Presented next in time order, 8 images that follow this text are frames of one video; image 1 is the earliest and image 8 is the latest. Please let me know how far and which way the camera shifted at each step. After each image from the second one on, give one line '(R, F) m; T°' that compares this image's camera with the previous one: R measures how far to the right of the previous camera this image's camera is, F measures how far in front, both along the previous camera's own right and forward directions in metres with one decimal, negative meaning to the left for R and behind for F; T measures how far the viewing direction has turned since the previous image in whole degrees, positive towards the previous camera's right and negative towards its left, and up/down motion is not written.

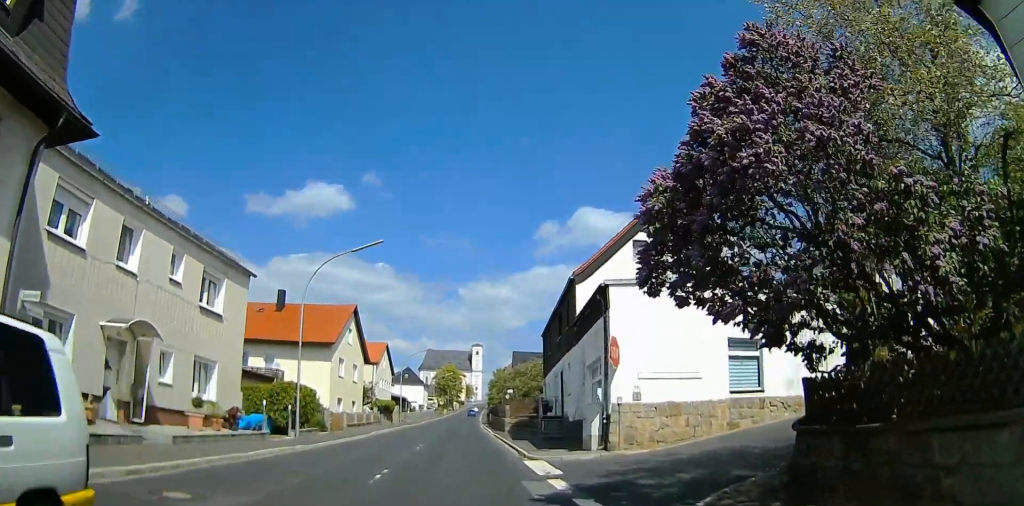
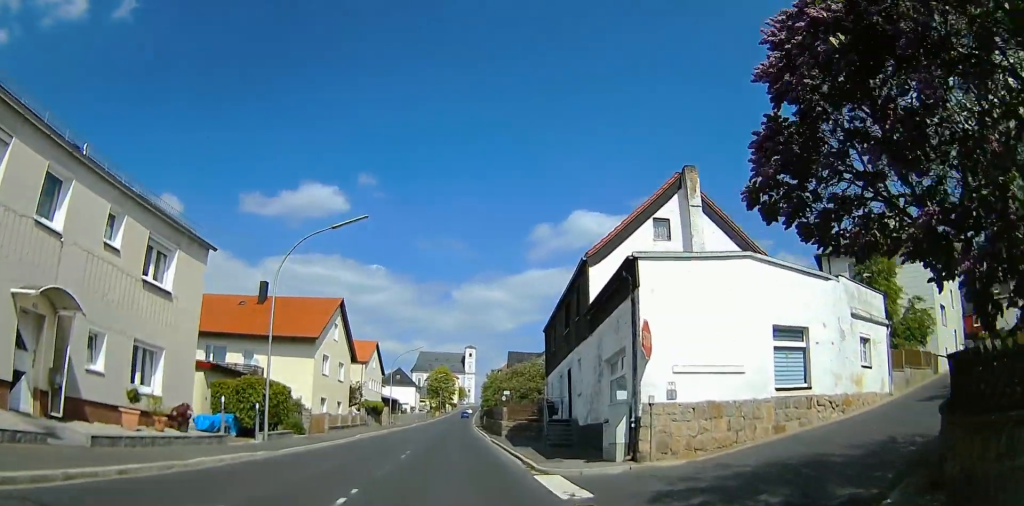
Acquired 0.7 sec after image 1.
(+0.3, +4.3) m; +10°
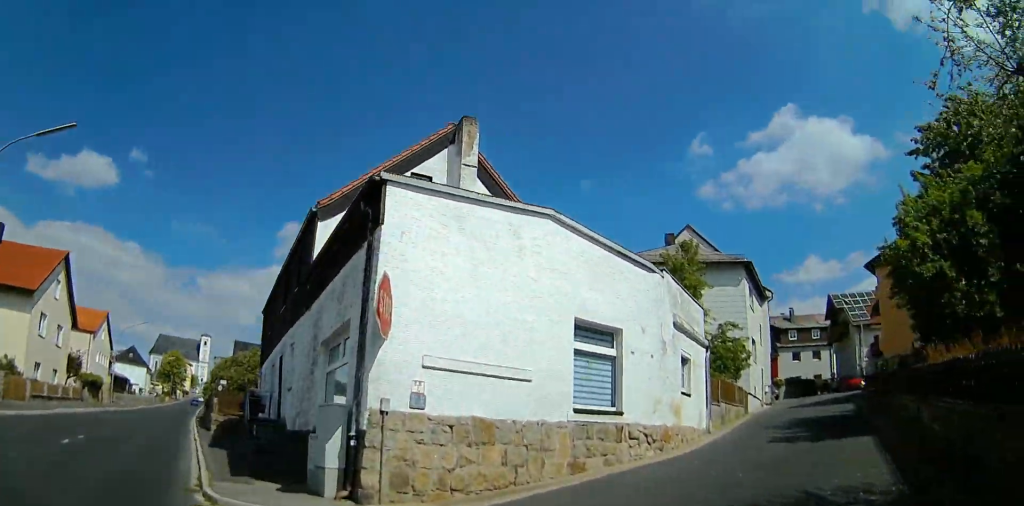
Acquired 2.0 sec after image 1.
(+1.2, +6.5) m; +17°
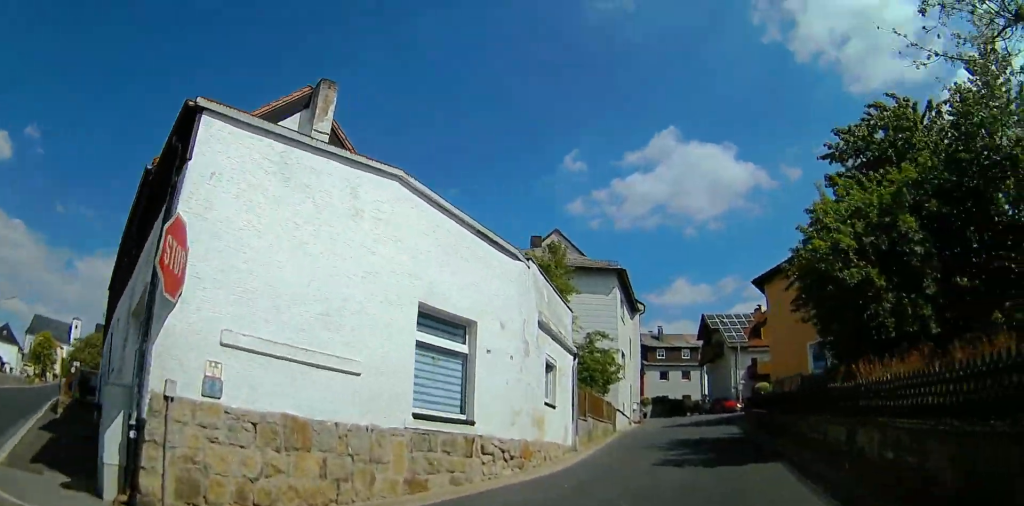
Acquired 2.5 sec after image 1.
(-0.2, +2.3) m; +9°
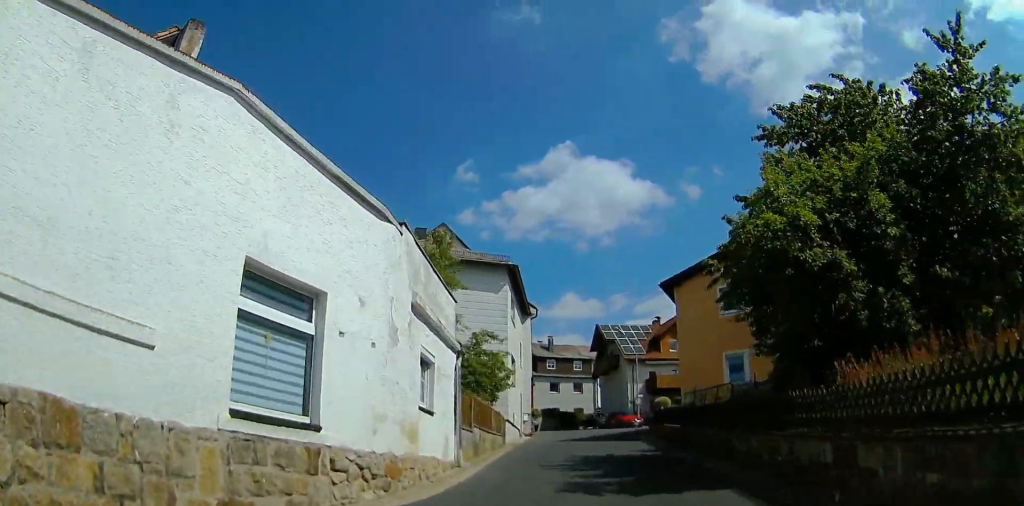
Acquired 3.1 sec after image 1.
(+0.3, +2.5) m; +9°
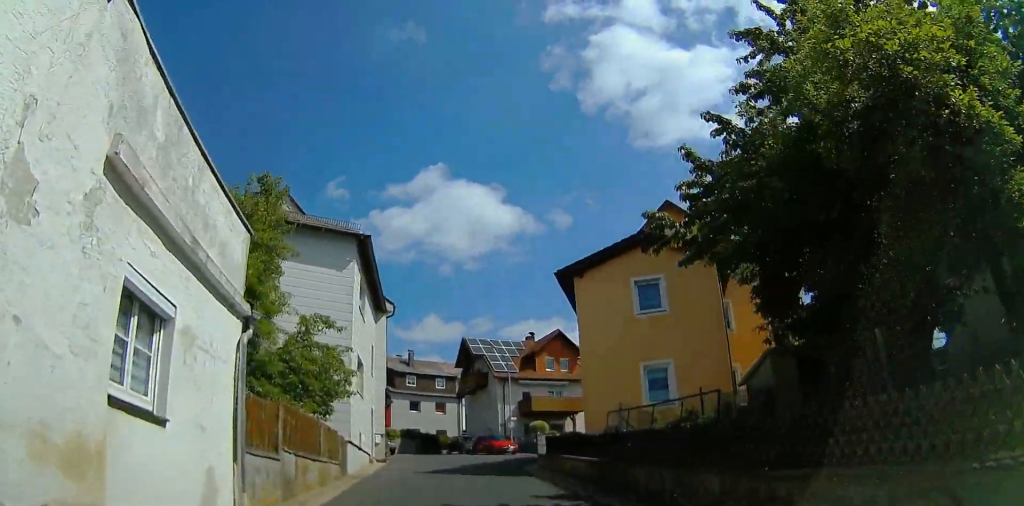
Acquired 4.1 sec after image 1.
(+1.1, +5.7) m; +11°
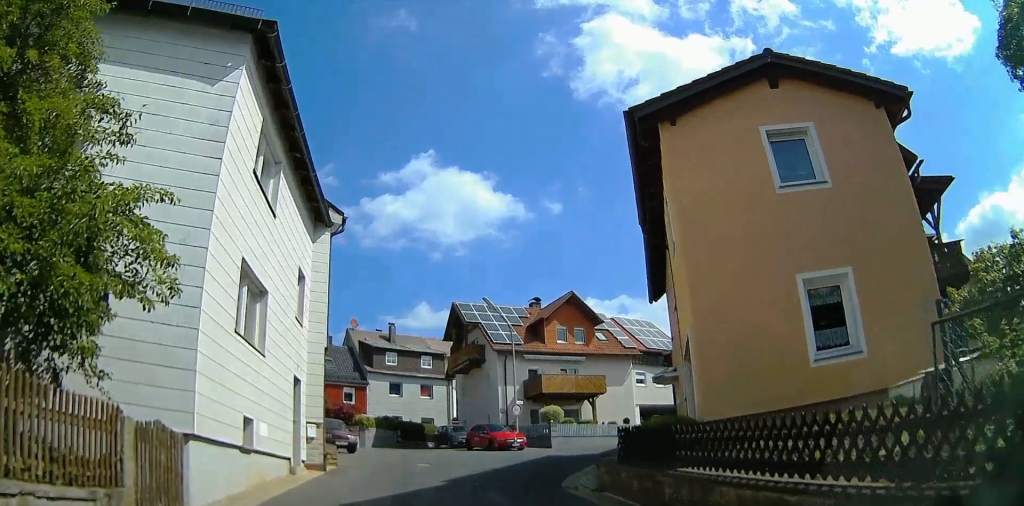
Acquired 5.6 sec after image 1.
(+0.1, +9.3) m; +7°
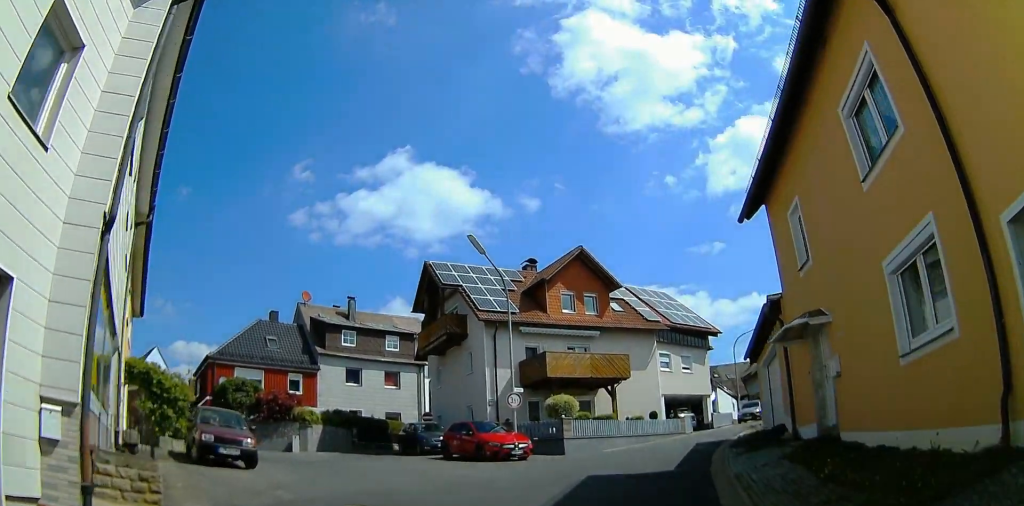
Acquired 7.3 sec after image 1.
(+0.6, +10.2) m; +2°
